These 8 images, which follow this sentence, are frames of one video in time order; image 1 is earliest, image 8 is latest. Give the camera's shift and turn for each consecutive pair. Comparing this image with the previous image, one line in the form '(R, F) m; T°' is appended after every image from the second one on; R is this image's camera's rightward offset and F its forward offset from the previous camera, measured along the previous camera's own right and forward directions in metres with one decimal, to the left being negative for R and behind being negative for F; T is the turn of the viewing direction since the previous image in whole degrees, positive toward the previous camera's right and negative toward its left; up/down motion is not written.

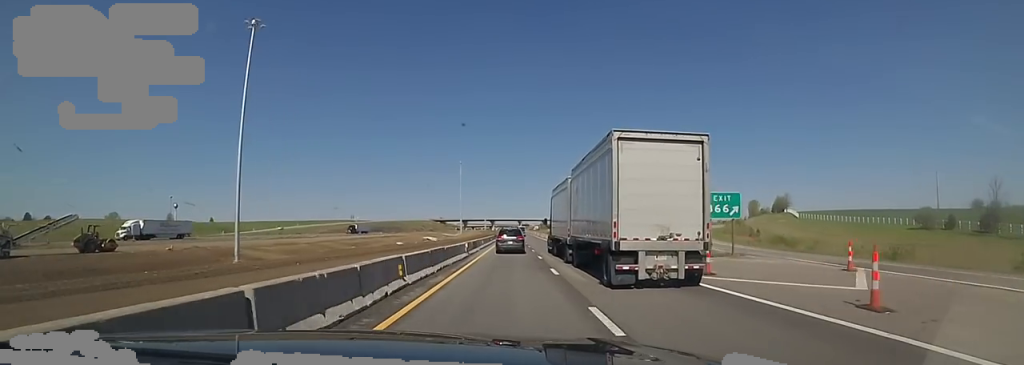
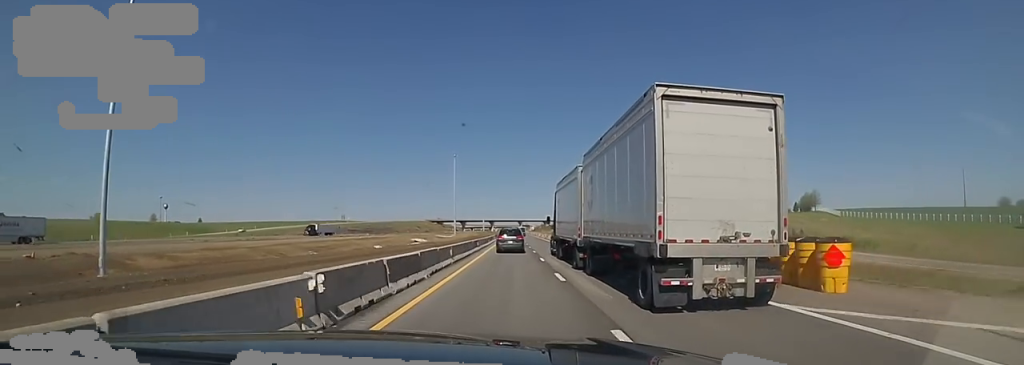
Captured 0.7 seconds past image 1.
(0.0, +21.7) m; -2°
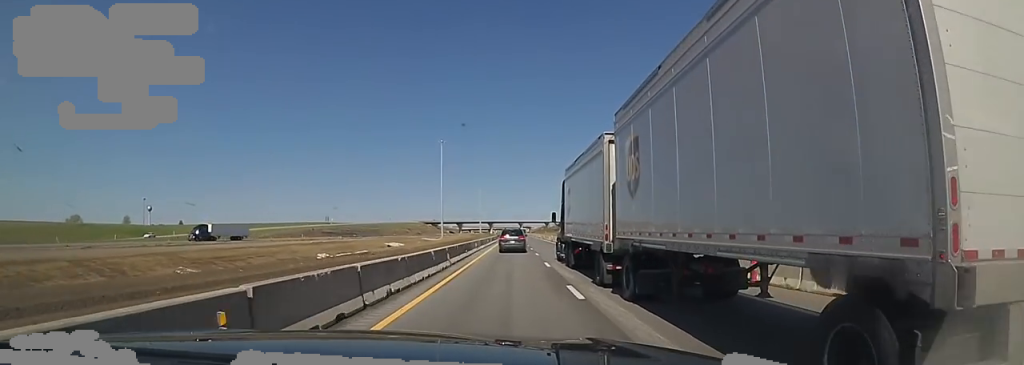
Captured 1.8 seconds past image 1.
(-1.3, +32.8) m; -1°
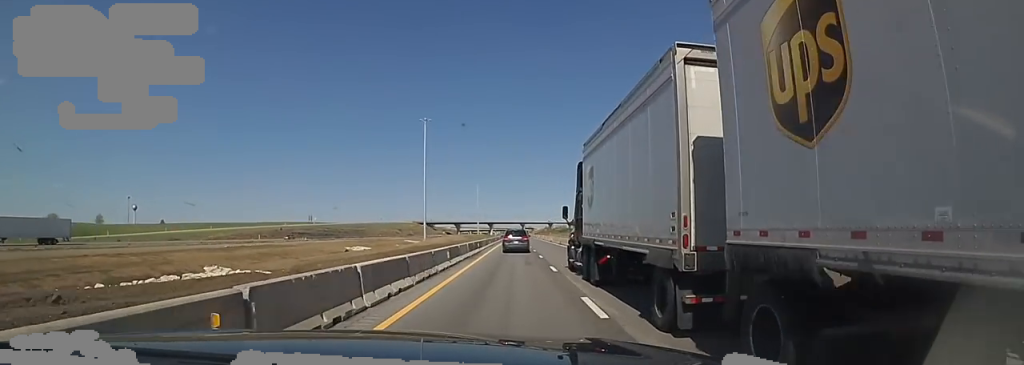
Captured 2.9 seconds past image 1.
(+0.9, +31.4) m; +2°
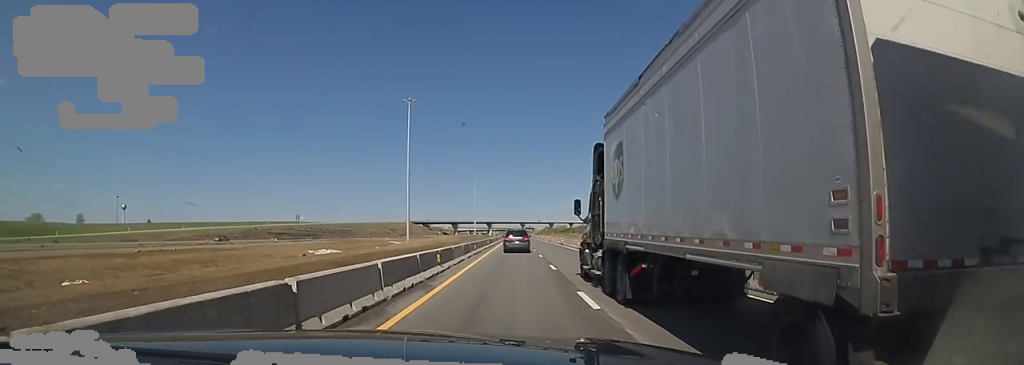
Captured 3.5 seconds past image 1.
(+0.2, +18.5) m; +2°
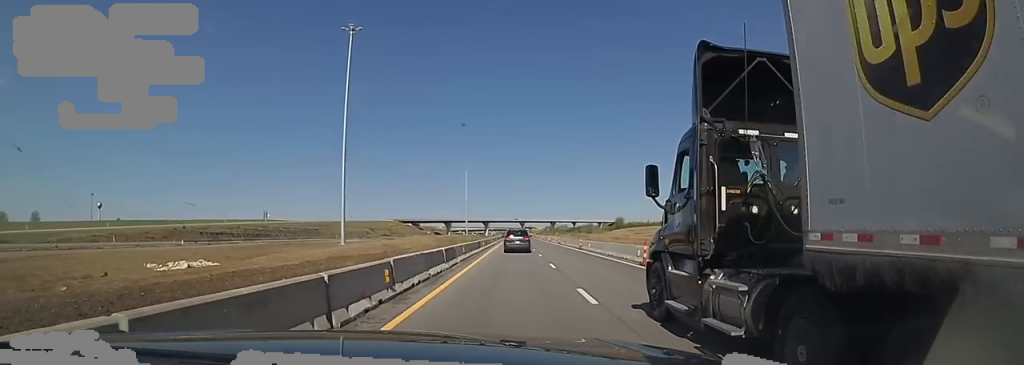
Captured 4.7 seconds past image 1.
(+1.2, +38.4) m; +1°
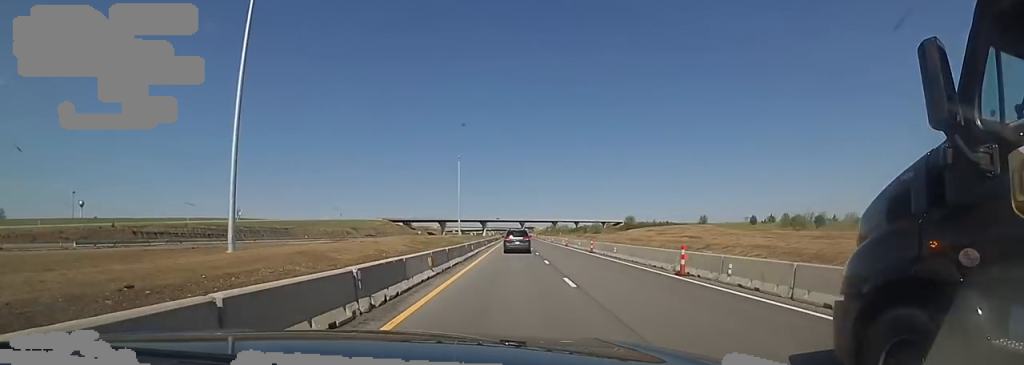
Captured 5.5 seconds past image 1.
(-0.4, +26.2) m; -2°
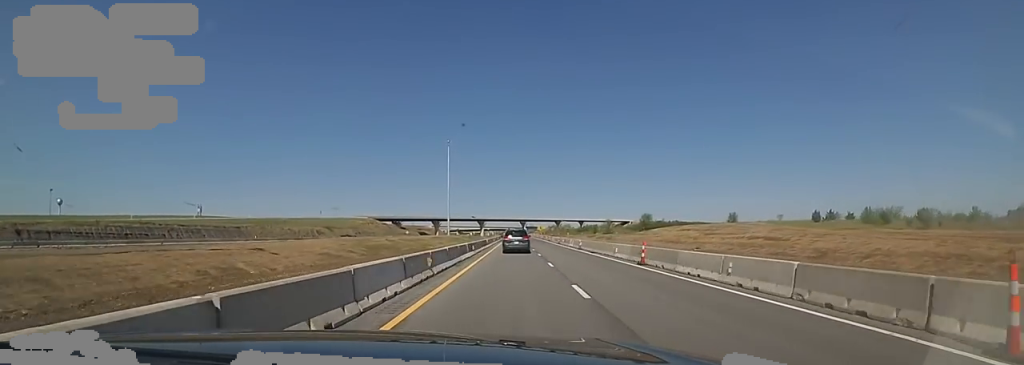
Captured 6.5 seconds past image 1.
(-0.7, +31.4) m; -1°
